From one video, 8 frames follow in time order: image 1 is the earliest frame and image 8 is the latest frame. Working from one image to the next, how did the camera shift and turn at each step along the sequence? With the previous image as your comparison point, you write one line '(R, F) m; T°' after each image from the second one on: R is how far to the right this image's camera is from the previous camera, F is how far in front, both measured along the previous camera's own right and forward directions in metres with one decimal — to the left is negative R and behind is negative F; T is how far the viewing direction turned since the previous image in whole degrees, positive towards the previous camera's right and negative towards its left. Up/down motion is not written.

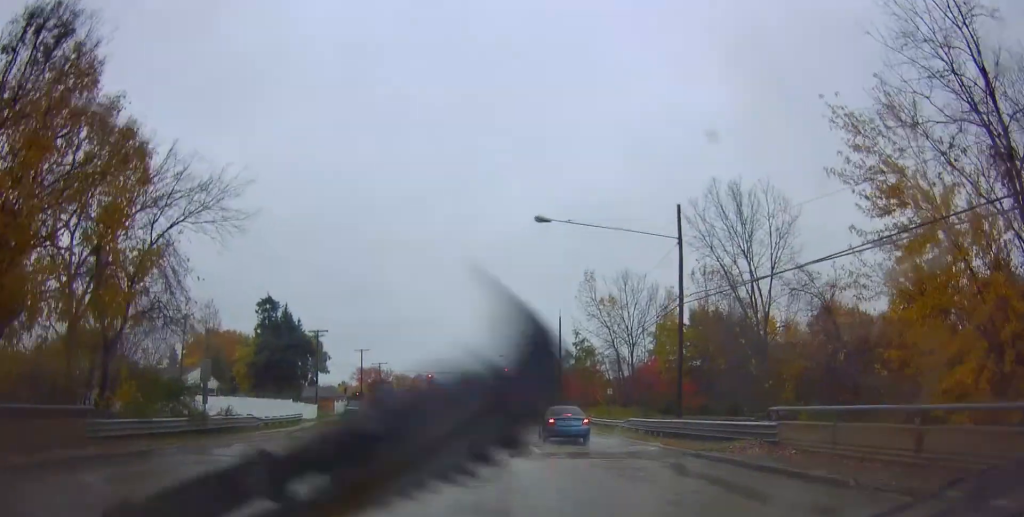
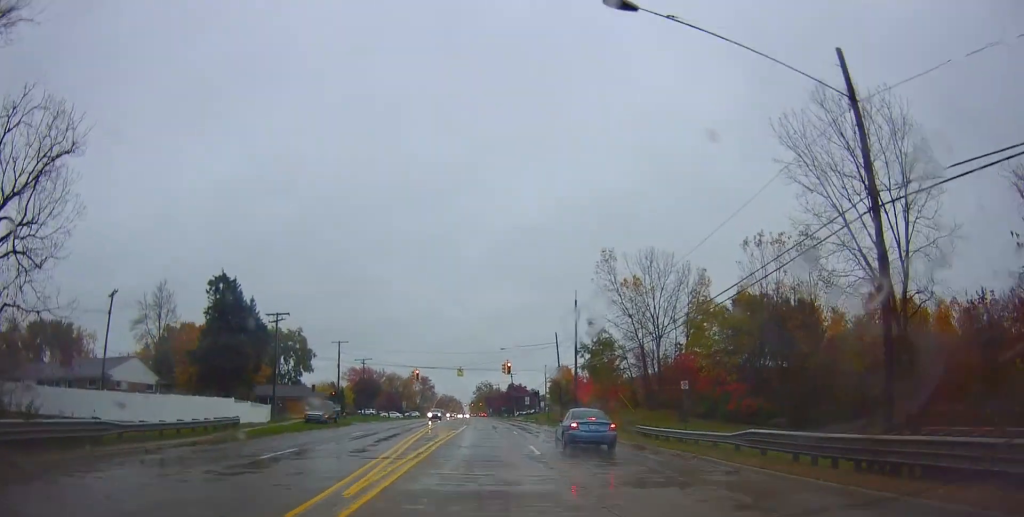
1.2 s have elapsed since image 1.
(0.0, +14.7) m; 0°
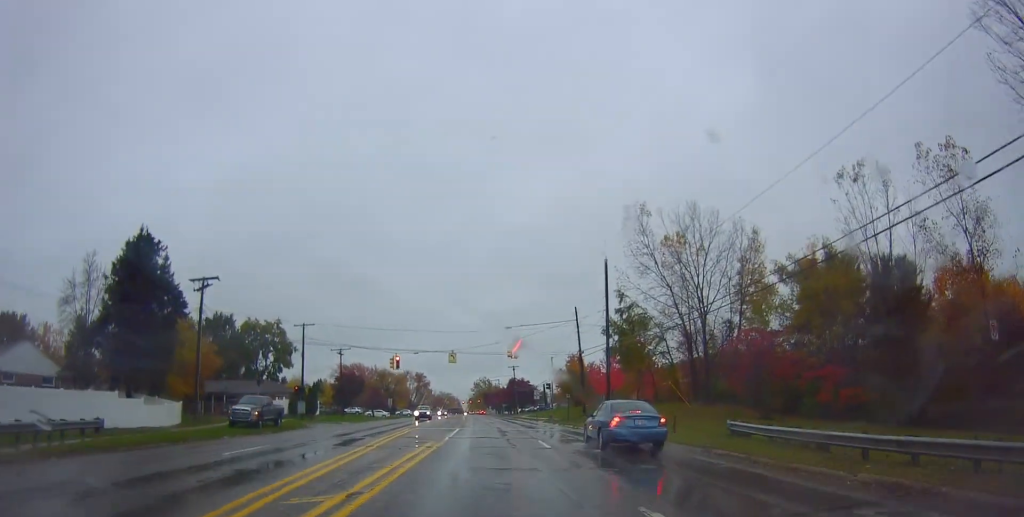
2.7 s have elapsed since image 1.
(-0.2, +16.8) m; -5°
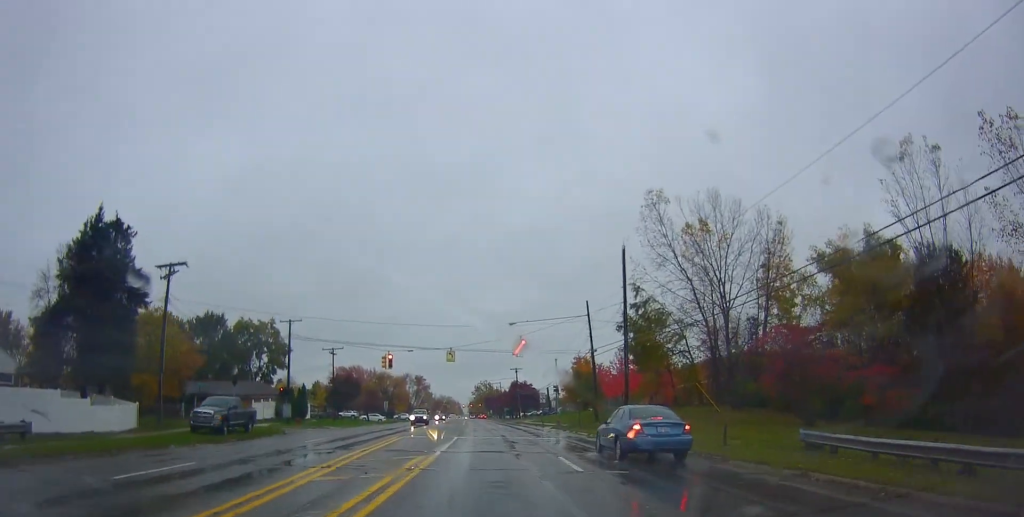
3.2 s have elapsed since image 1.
(-0.5, +5.4) m; 0°
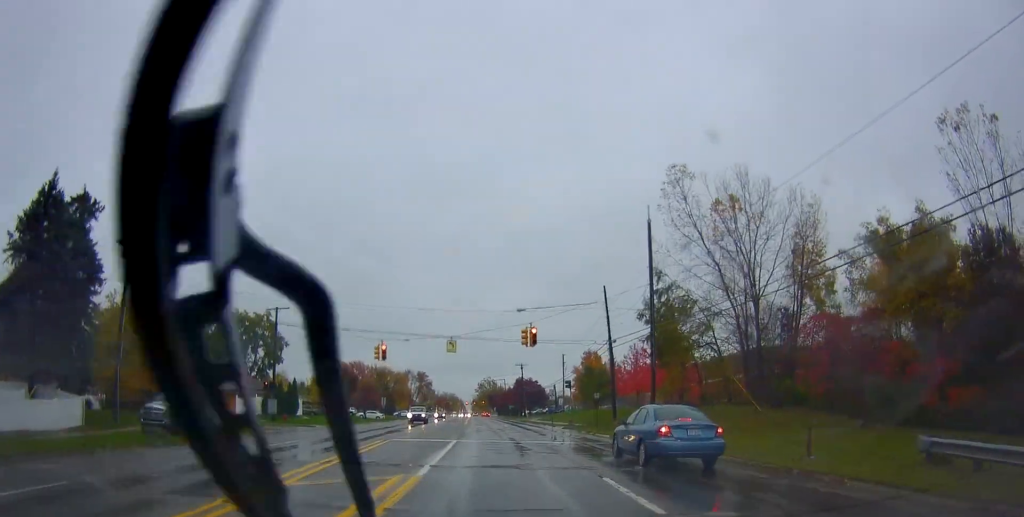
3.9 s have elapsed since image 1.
(-0.1, +5.7) m; +1°
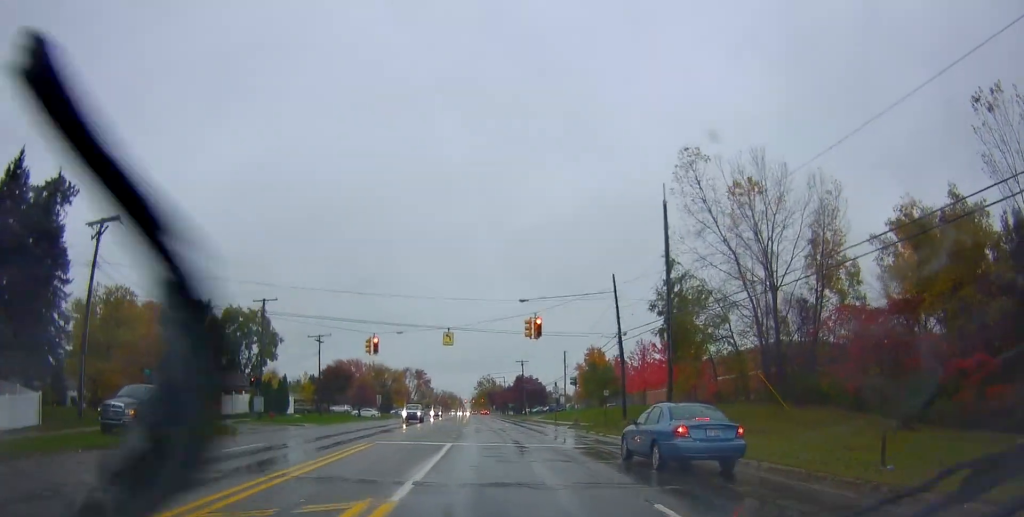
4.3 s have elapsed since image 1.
(+0.2, +3.6) m; +2°
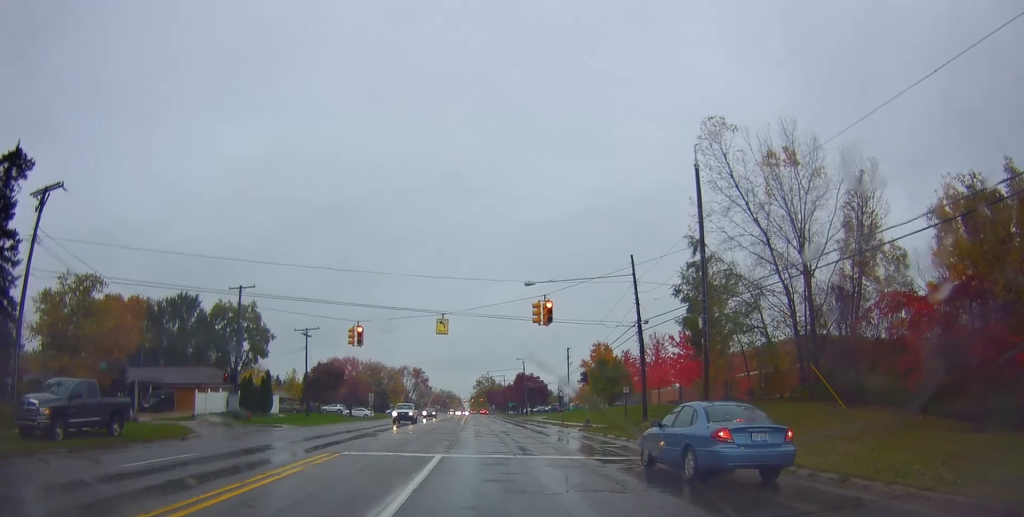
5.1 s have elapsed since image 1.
(+0.1, +5.7) m; +1°
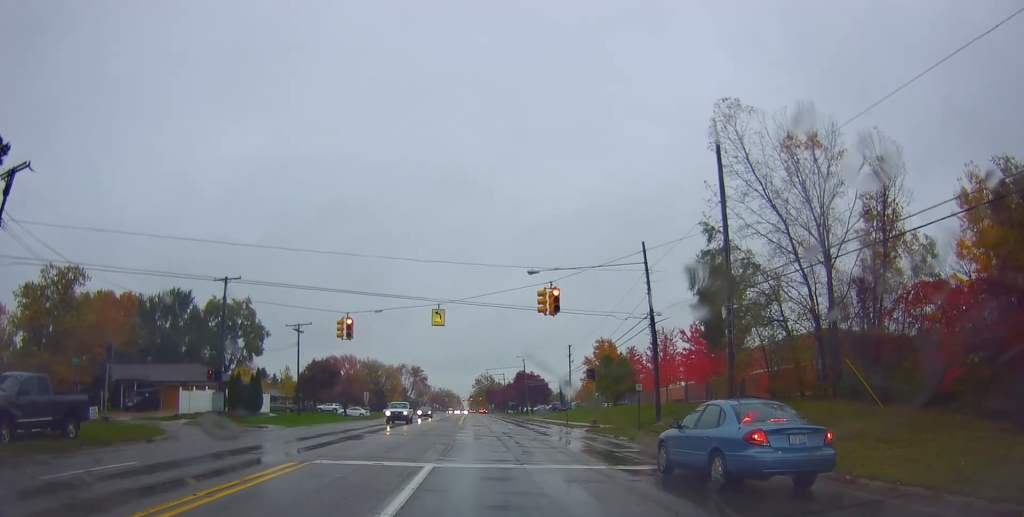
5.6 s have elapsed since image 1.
(0.0, +3.3) m; 0°
